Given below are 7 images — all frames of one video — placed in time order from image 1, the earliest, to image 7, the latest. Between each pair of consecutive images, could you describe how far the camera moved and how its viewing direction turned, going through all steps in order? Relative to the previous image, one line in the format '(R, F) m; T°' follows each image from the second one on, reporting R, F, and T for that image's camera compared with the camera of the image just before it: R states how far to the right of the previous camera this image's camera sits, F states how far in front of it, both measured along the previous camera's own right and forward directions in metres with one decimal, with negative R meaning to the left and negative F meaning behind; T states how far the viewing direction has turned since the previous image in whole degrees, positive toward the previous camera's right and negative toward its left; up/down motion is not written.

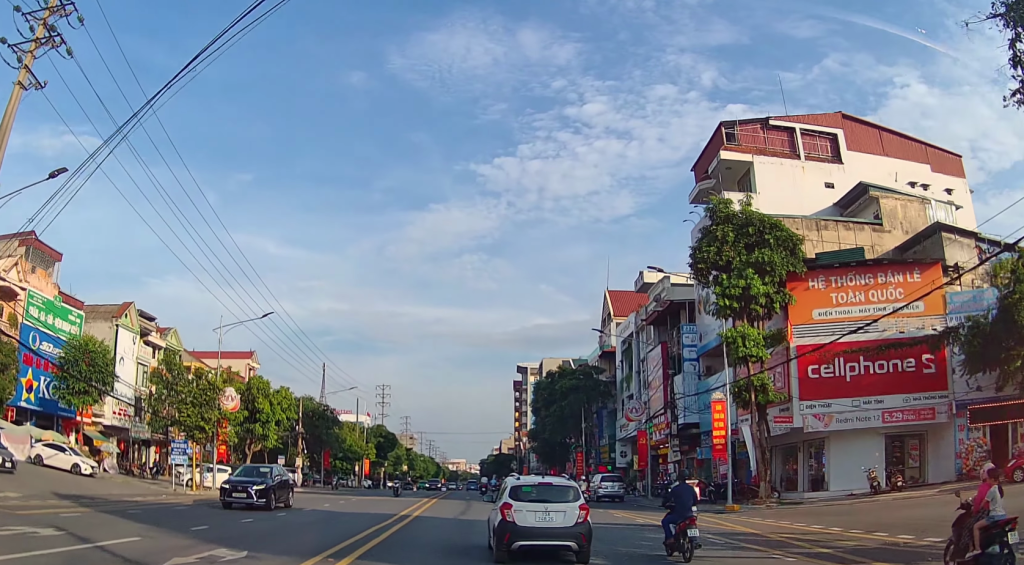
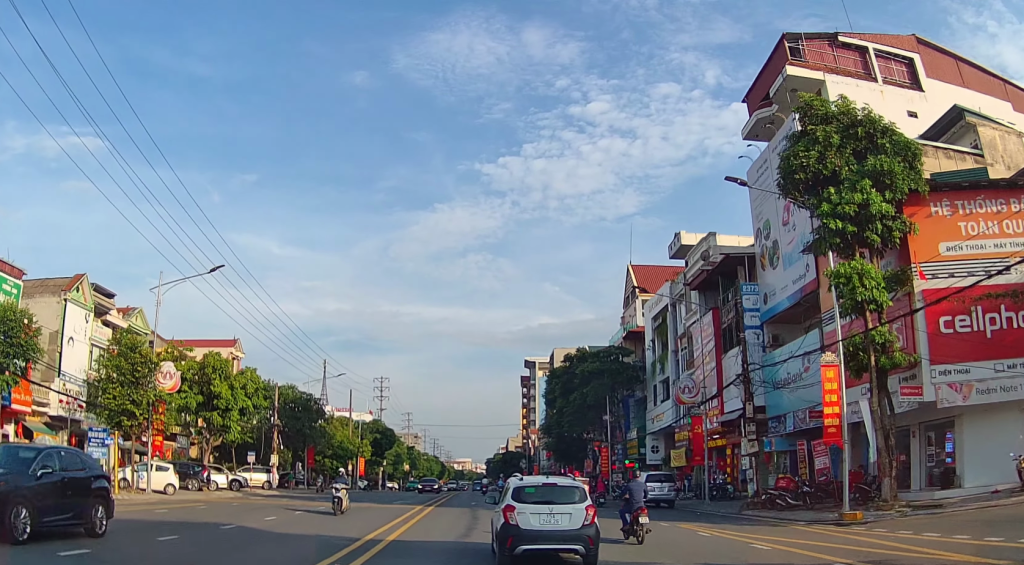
(-0.5, +11.3) m; -3°
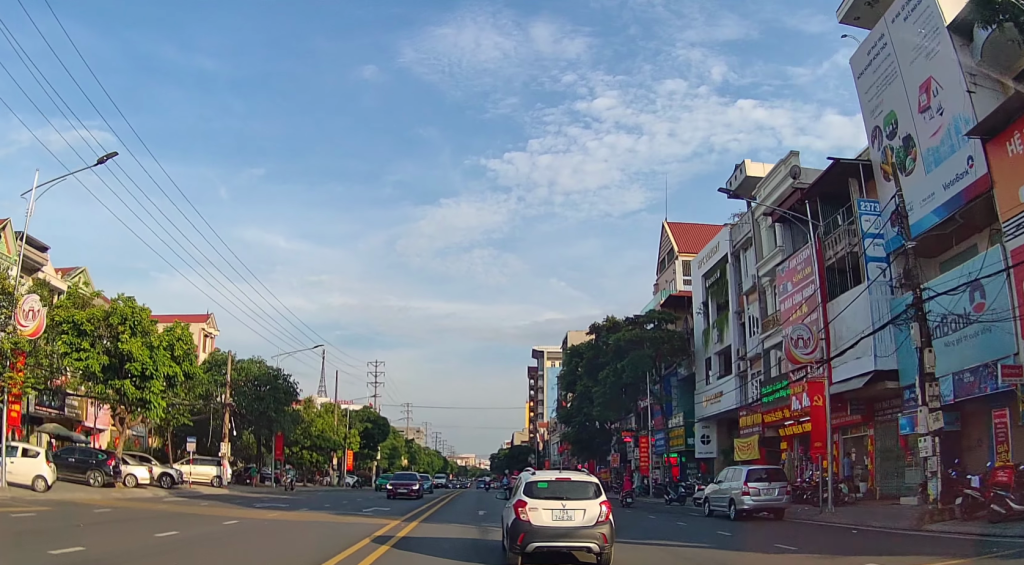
(-0.1, +13.0) m; 0°
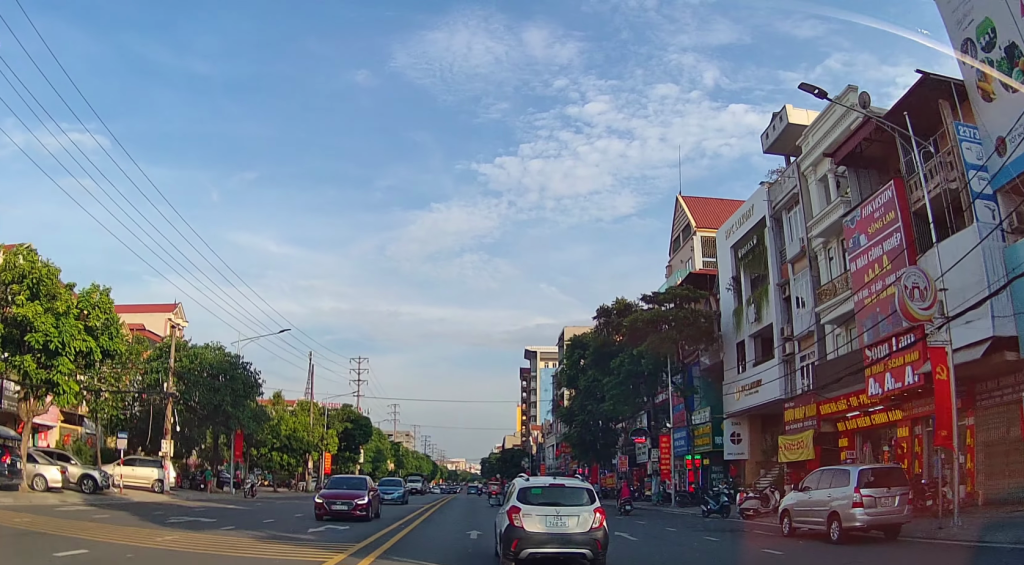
(0.0, +8.2) m; +2°
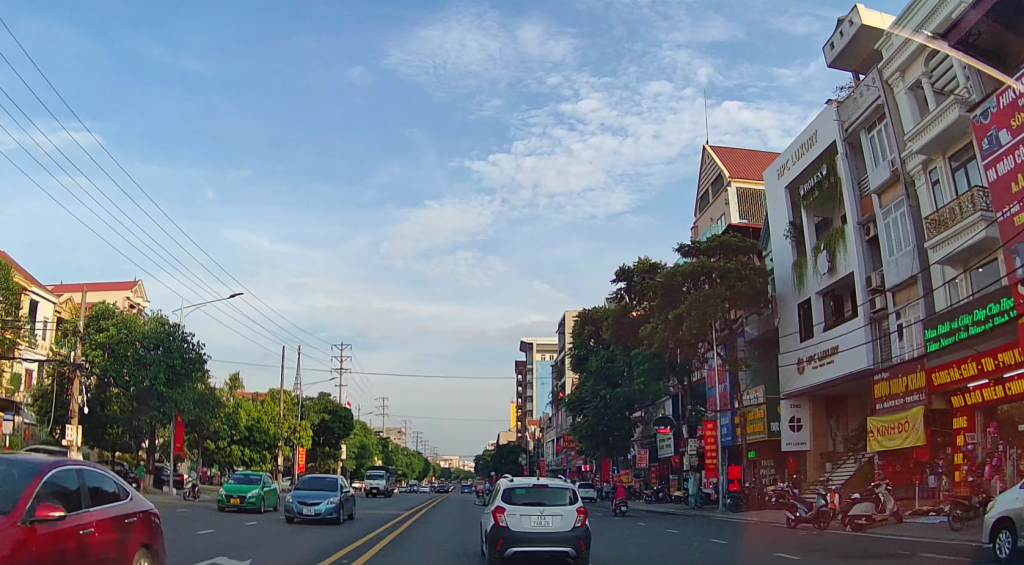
(+0.2, +9.4) m; +2°
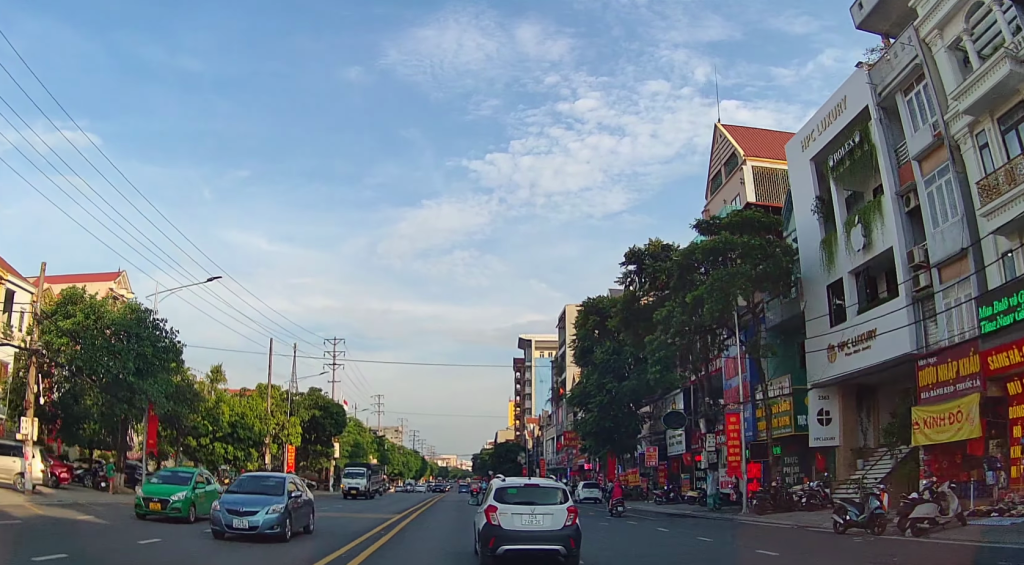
(0.0, +3.3) m; +1°
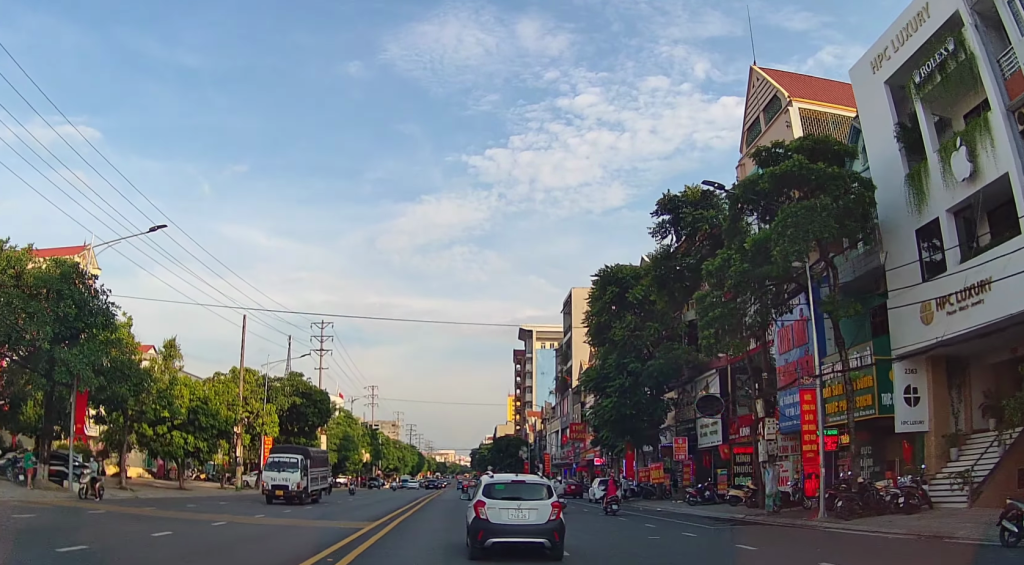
(+0.1, +7.4) m; 0°
